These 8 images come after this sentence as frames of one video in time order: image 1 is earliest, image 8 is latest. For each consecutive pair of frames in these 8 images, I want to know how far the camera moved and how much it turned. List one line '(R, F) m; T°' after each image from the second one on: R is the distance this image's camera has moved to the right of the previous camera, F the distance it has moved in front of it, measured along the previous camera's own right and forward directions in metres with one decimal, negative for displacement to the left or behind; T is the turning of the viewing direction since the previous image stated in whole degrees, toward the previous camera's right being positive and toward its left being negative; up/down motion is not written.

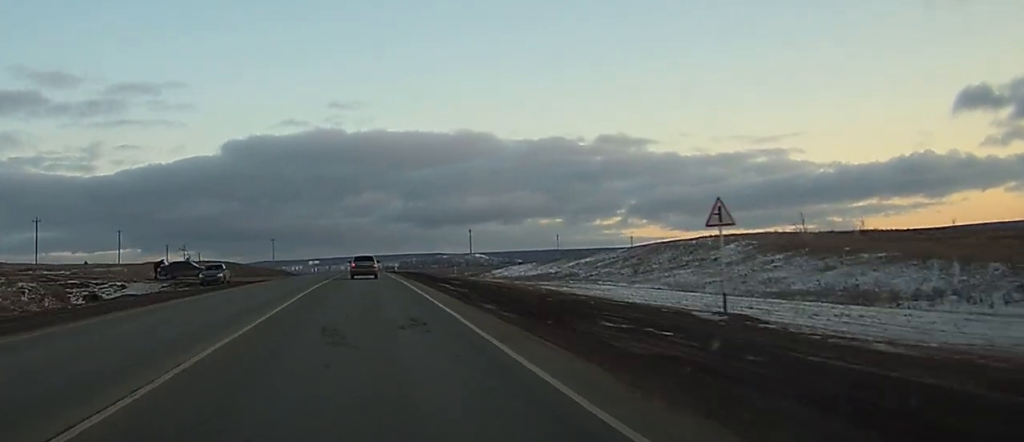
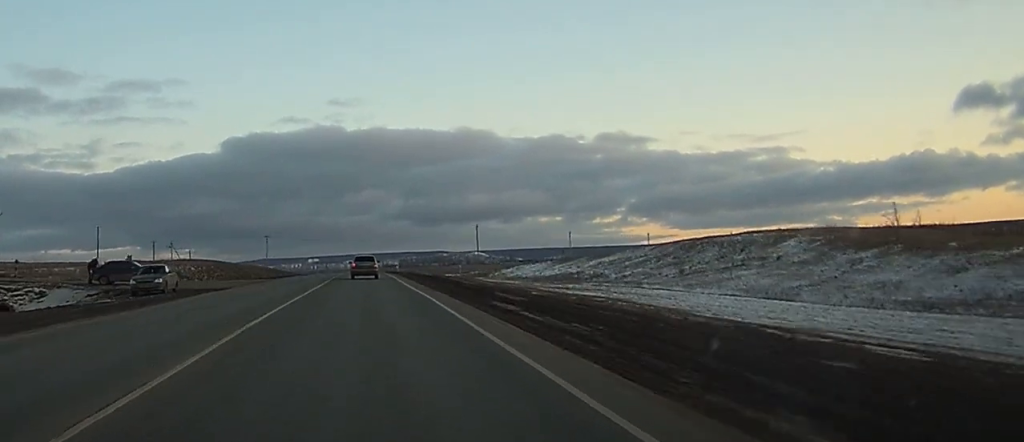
(0.0, +16.9) m; 0°
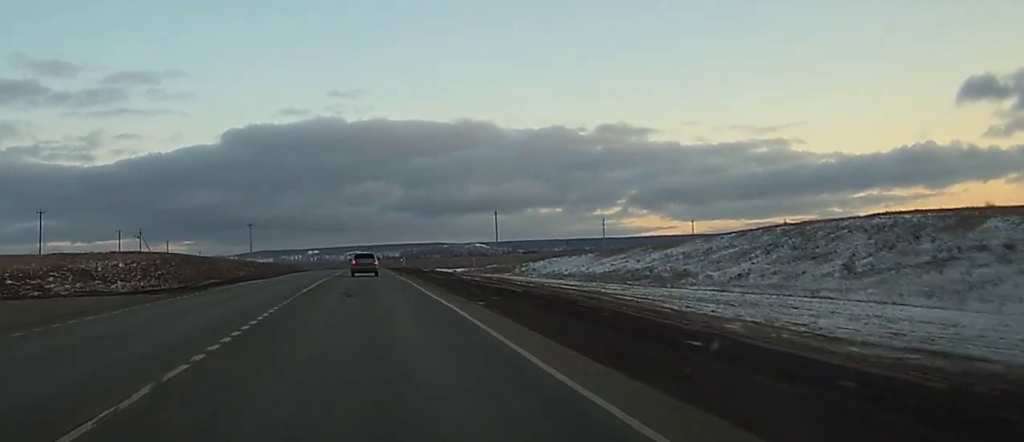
(-0.2, +35.5) m; 0°
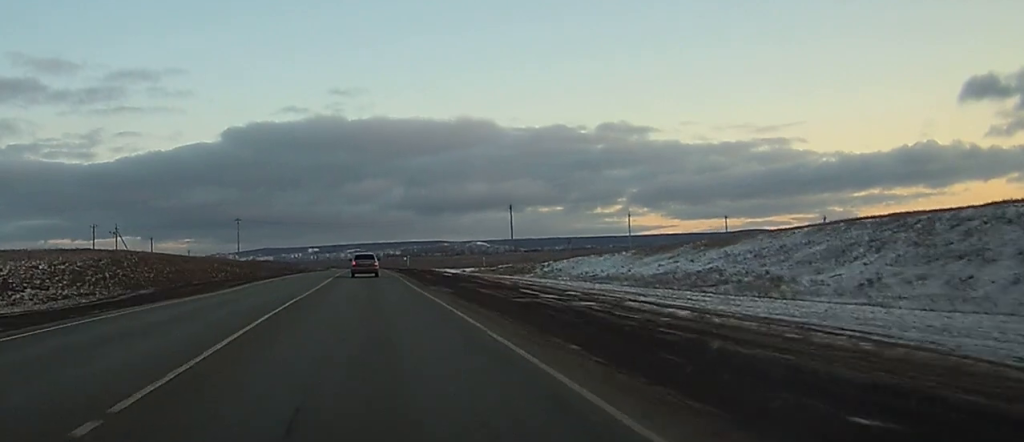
(0.0, +21.1) m; 0°
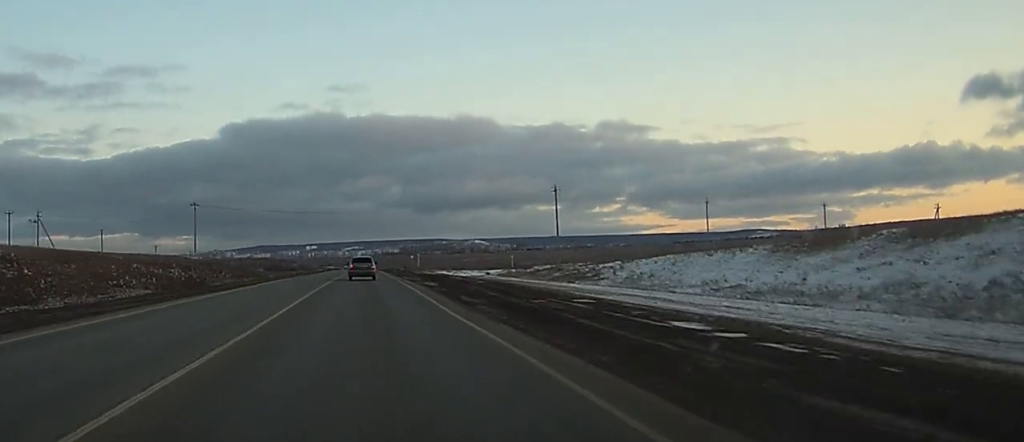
(+0.3, +46.4) m; +1°
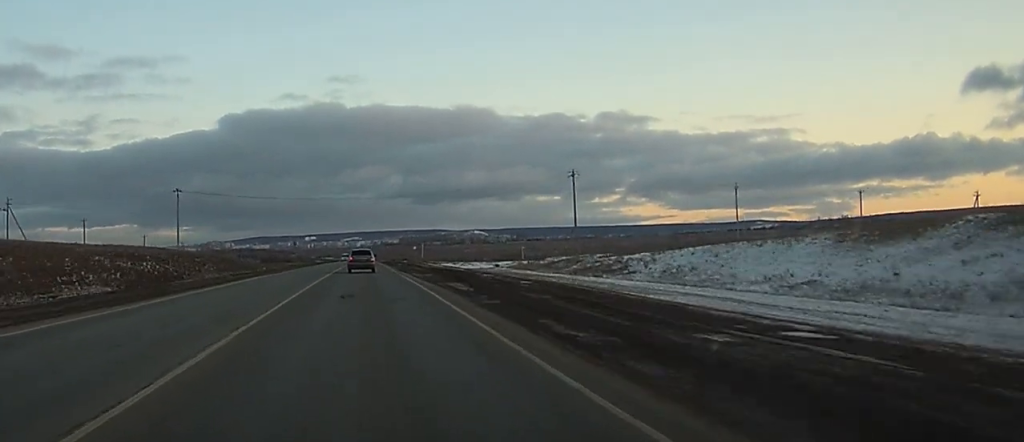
(0.0, +12.7) m; 0°
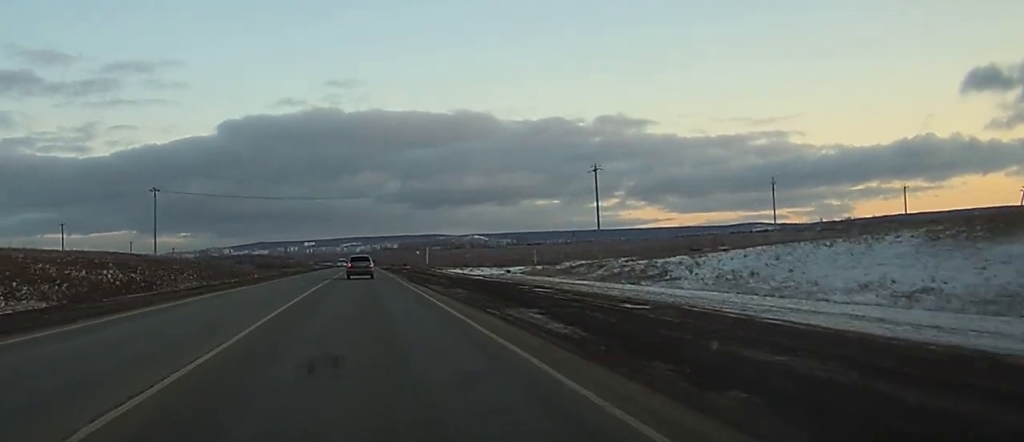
(0.0, +13.6) m; 0°
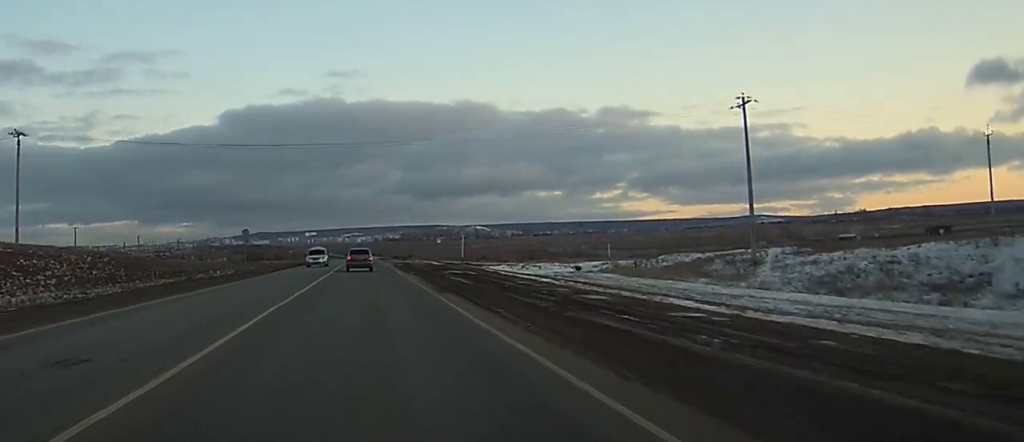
(-0.1, +47.5) m; 0°
